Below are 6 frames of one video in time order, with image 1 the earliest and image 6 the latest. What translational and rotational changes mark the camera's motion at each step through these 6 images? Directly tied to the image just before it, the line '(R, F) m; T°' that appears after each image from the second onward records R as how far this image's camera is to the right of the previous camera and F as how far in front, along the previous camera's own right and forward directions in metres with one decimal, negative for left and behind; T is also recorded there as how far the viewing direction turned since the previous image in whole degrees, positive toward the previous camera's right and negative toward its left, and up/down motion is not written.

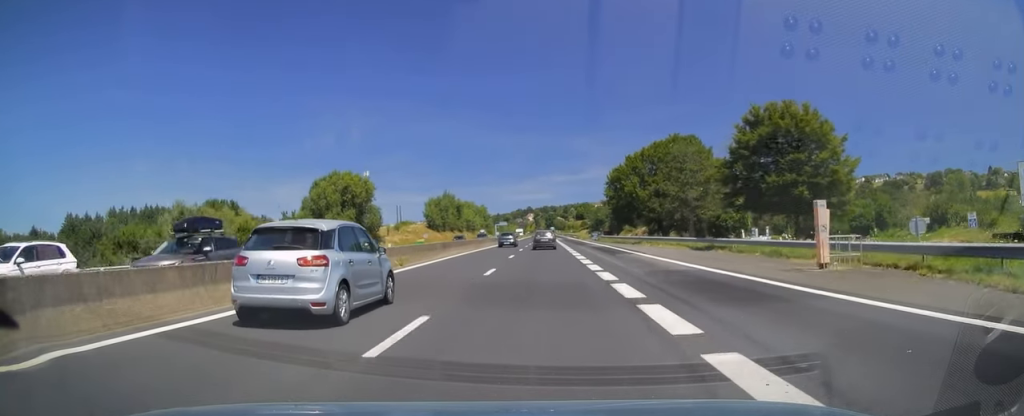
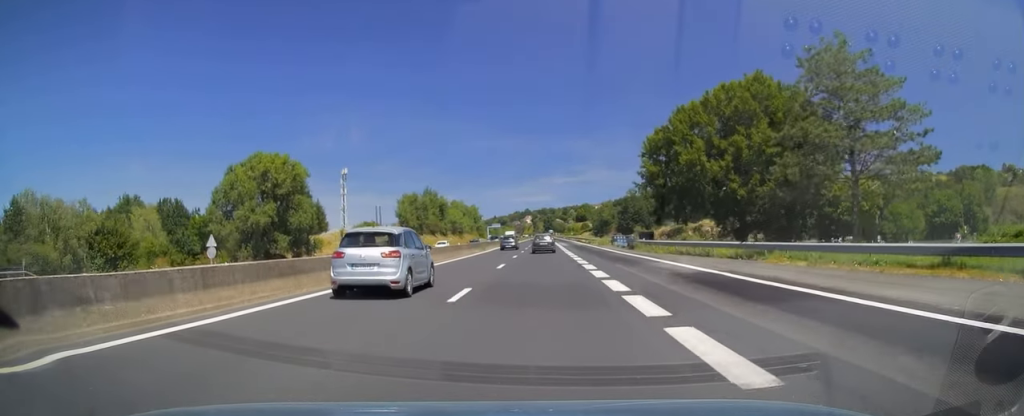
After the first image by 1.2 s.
(+0.1, +32.8) m; 0°
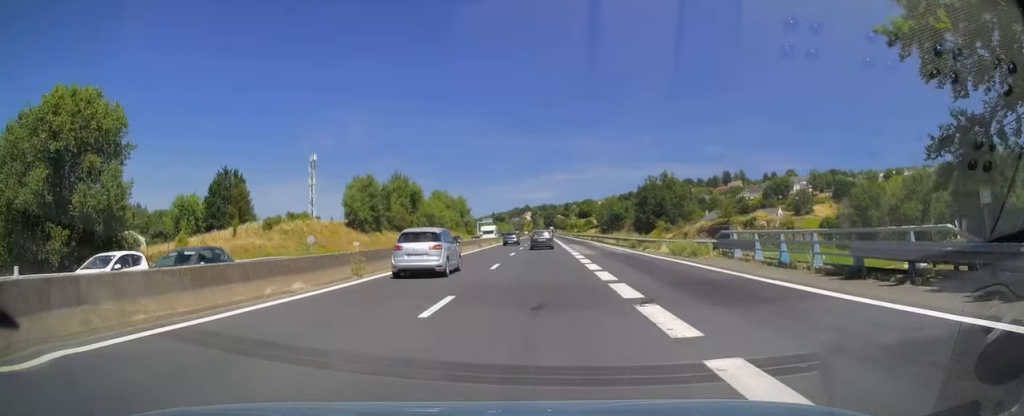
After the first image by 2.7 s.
(-0.2, +41.5) m; 0°
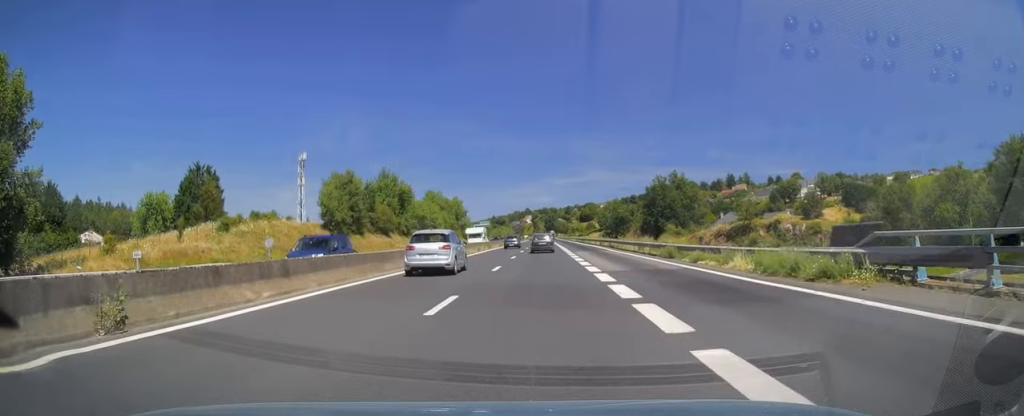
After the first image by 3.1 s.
(0.0, +12.7) m; 0°
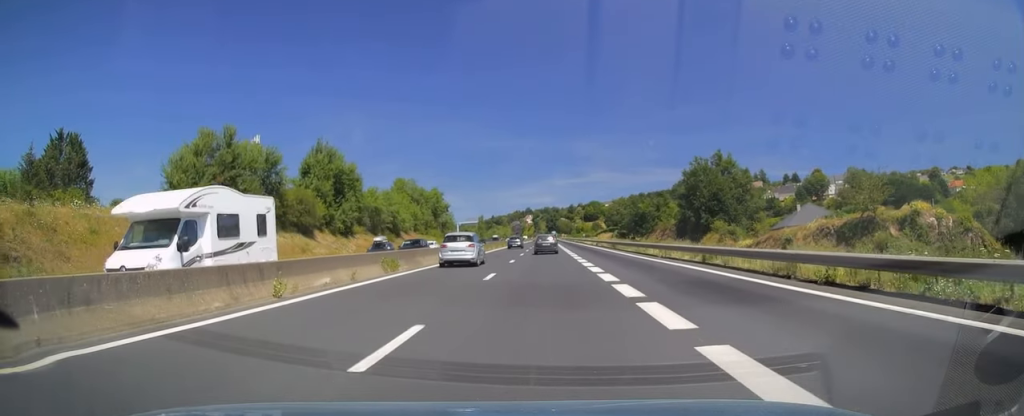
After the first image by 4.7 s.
(+0.1, +43.4) m; 0°
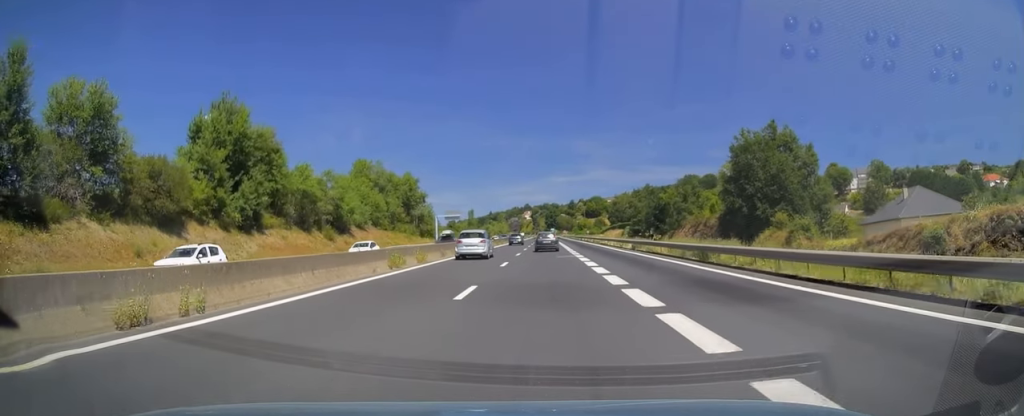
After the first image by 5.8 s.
(0.0, +32.2) m; 0°
